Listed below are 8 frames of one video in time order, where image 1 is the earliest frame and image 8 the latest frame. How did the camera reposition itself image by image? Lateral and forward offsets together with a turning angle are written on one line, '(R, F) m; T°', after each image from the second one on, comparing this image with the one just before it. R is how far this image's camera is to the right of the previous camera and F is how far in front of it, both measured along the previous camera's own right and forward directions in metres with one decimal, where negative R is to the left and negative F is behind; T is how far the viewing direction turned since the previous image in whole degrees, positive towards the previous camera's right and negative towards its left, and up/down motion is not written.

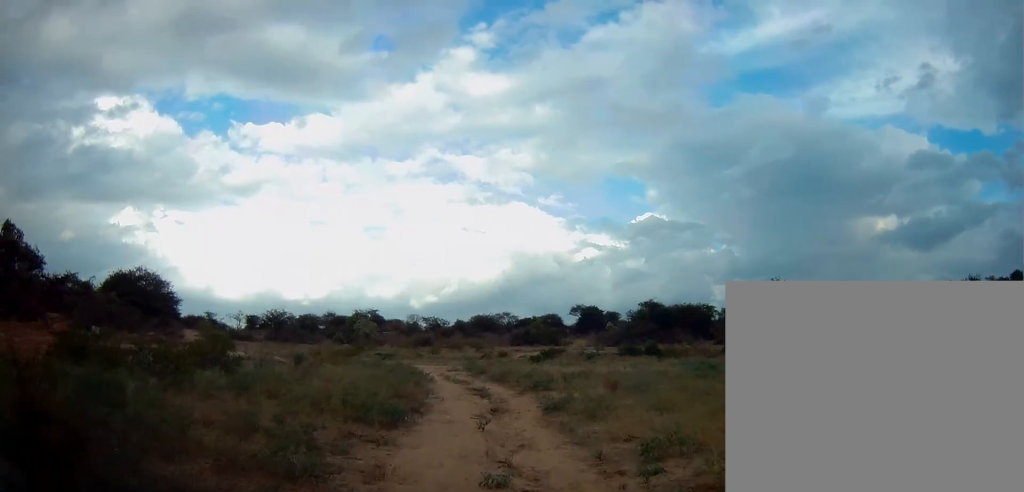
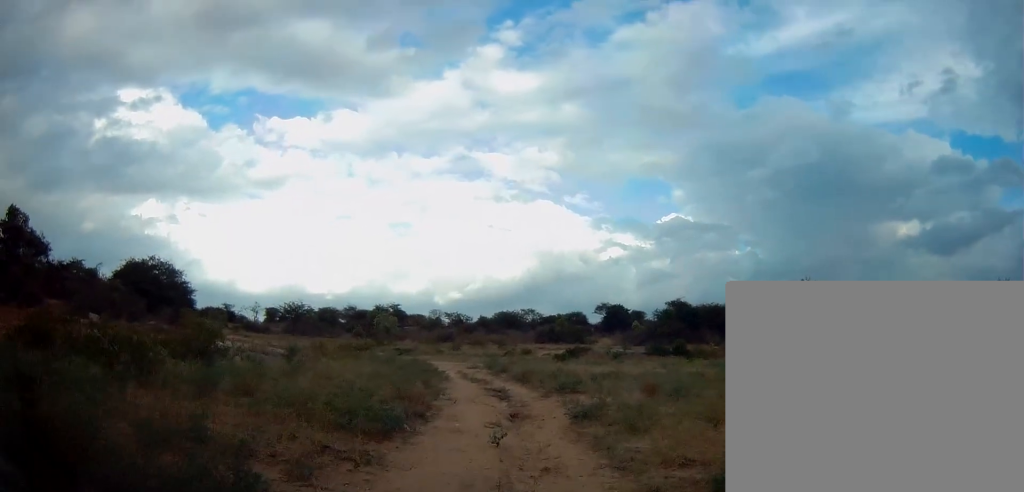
(+0.1, +2.1) m; -1°
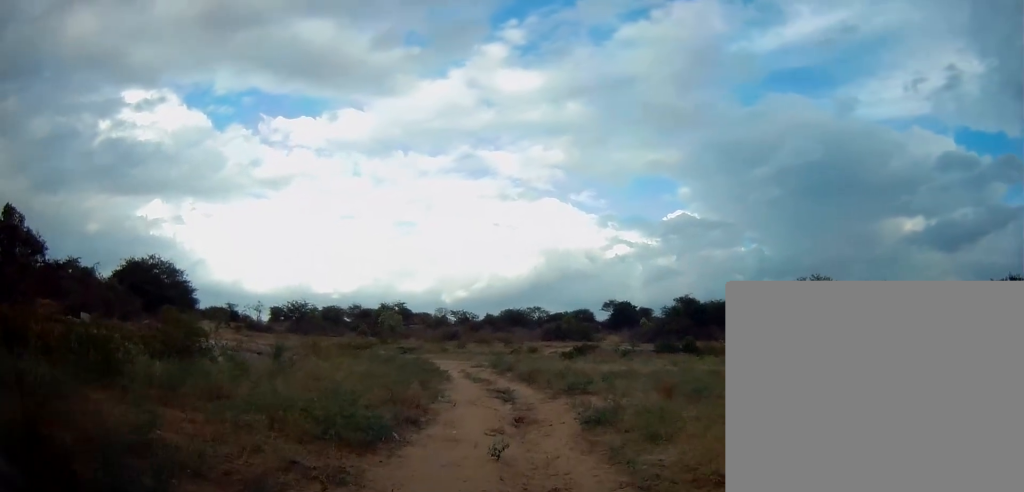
(-0.1, +1.1) m; +1°
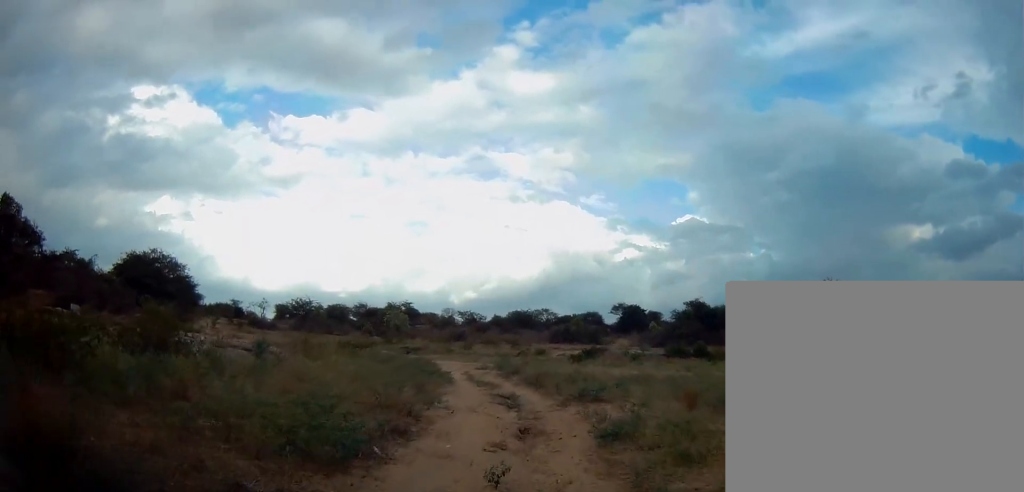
(-0.1, +1.3) m; +1°
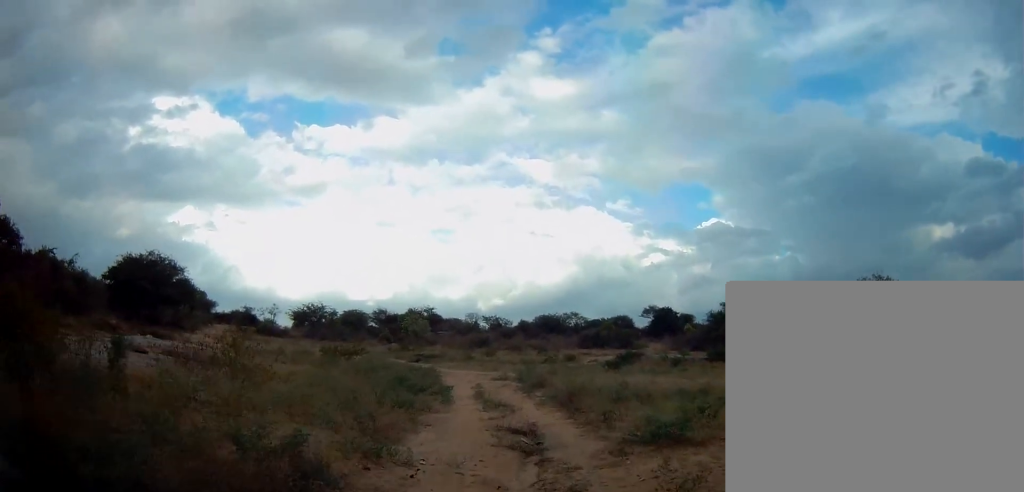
(-0.2, +5.4) m; -6°
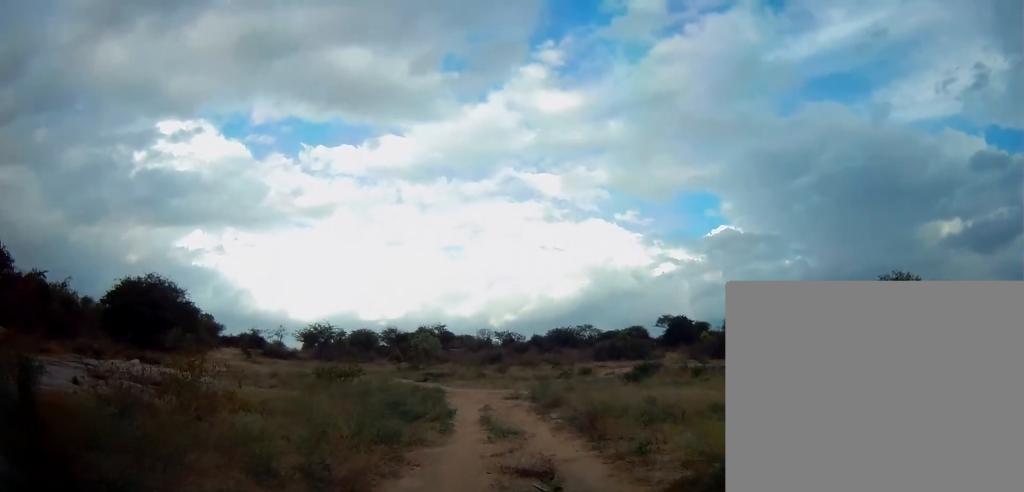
(0.0, +1.9) m; 0°
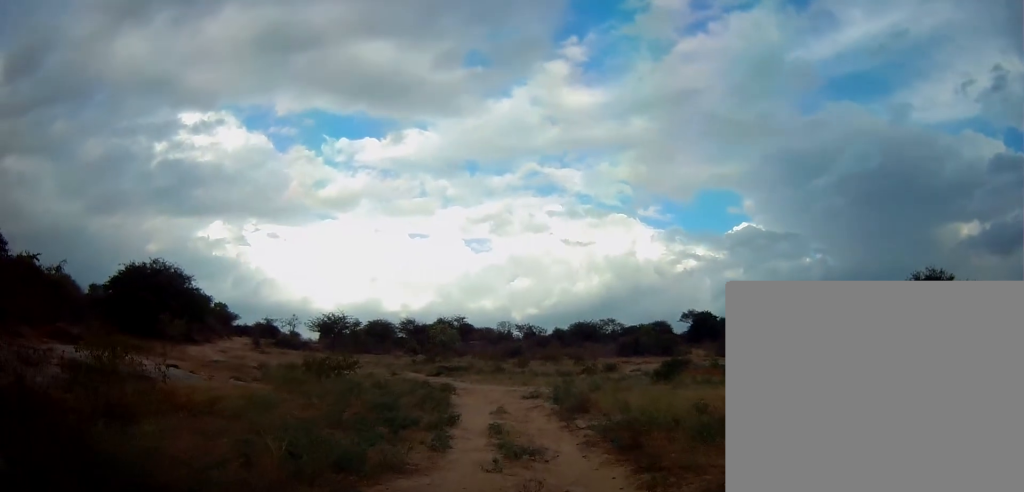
(+0.1, +2.6) m; -3°
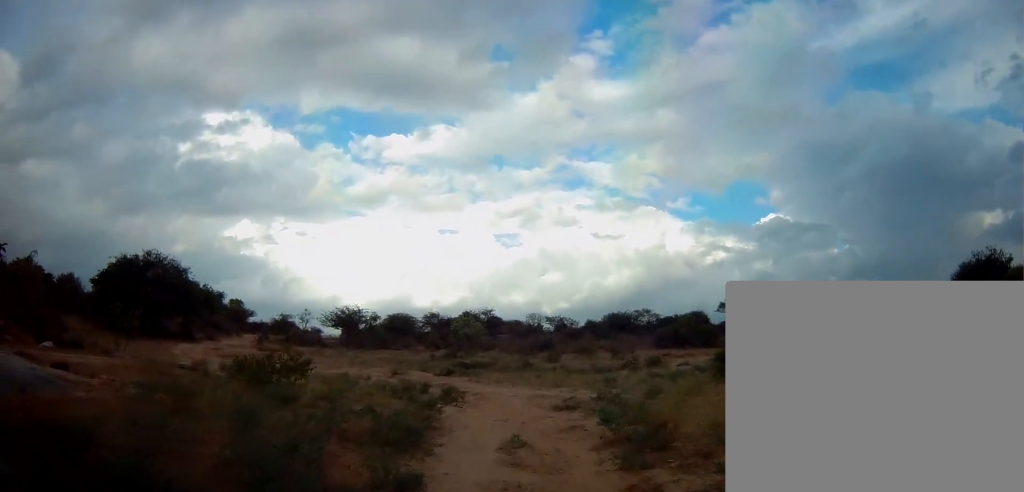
(-0.5, +5.9) m; -4°
